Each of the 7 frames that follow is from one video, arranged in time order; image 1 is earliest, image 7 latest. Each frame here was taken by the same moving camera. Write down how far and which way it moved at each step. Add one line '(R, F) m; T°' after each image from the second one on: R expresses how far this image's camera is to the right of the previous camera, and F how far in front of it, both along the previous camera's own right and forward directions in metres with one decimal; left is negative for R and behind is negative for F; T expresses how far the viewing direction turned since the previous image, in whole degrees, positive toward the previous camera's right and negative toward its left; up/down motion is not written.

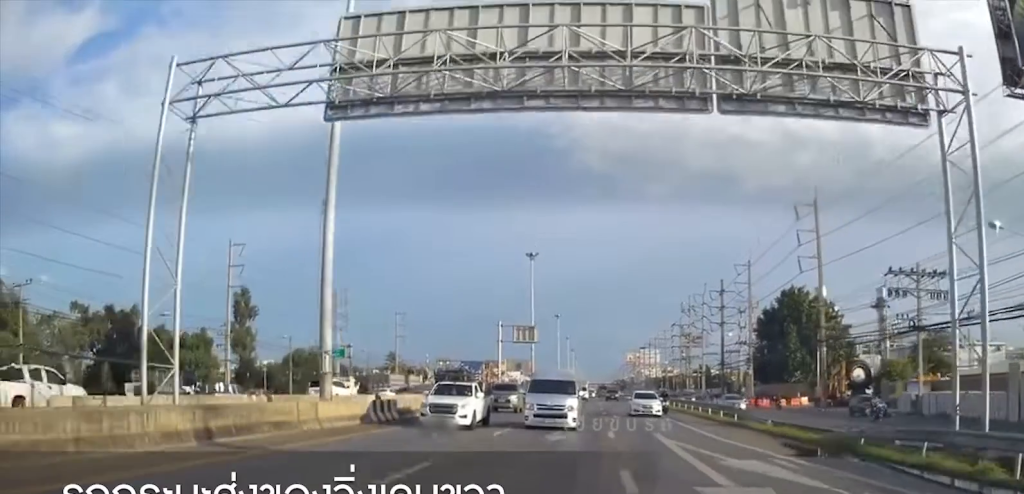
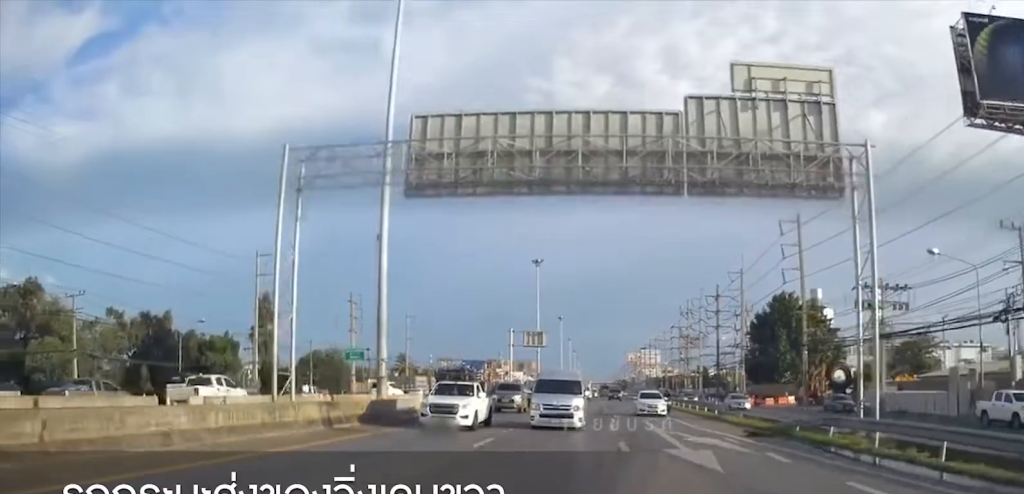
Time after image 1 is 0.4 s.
(+0.1, +7.3) m; 0°
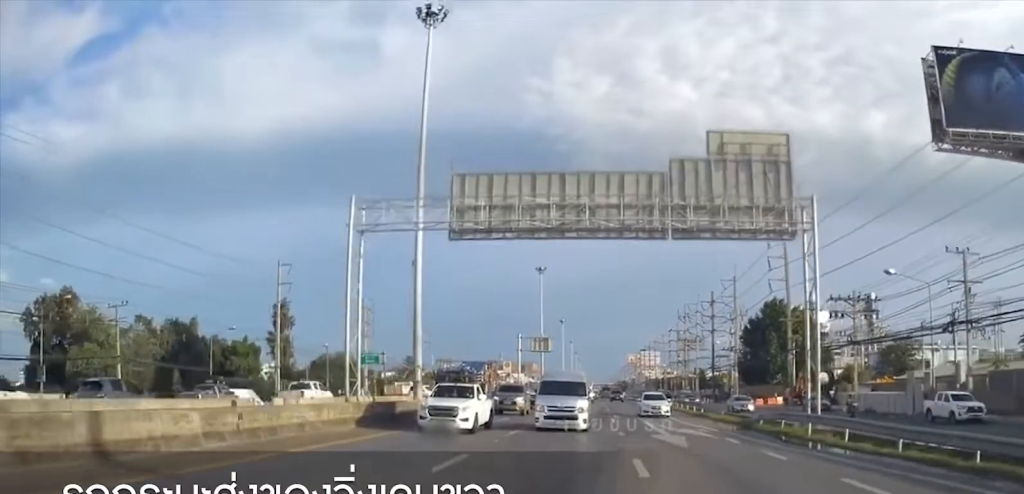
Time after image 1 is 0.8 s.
(+0.1, +6.7) m; -1°
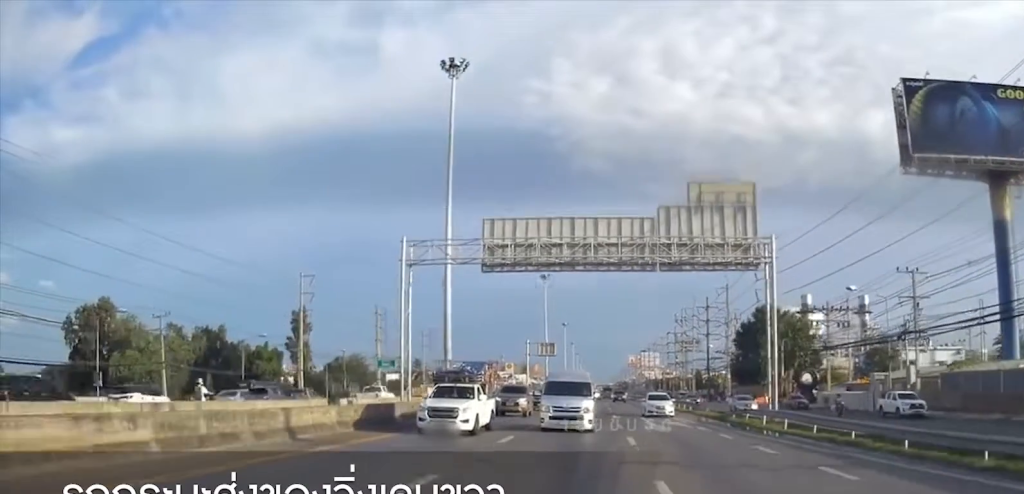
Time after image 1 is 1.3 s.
(0.0, +8.0) m; -1°
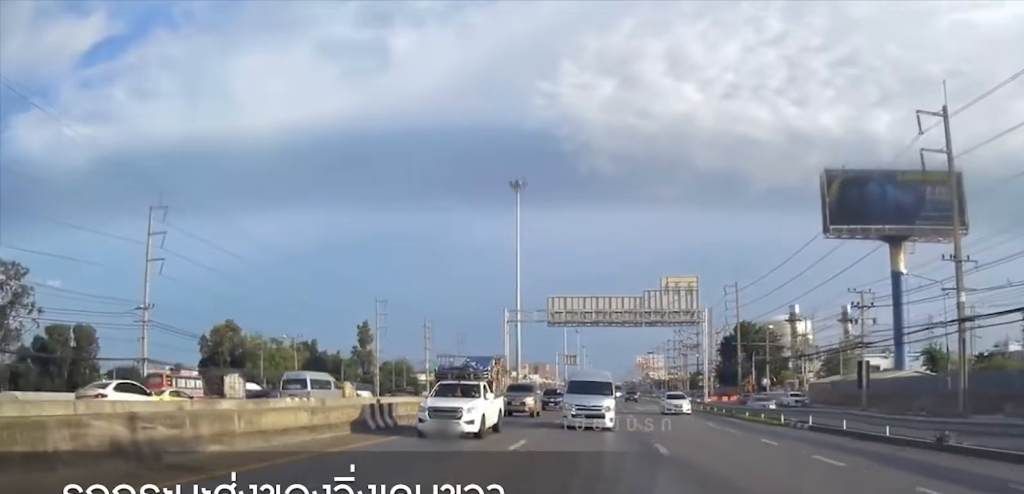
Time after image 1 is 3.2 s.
(0.0, +32.1) m; 0°
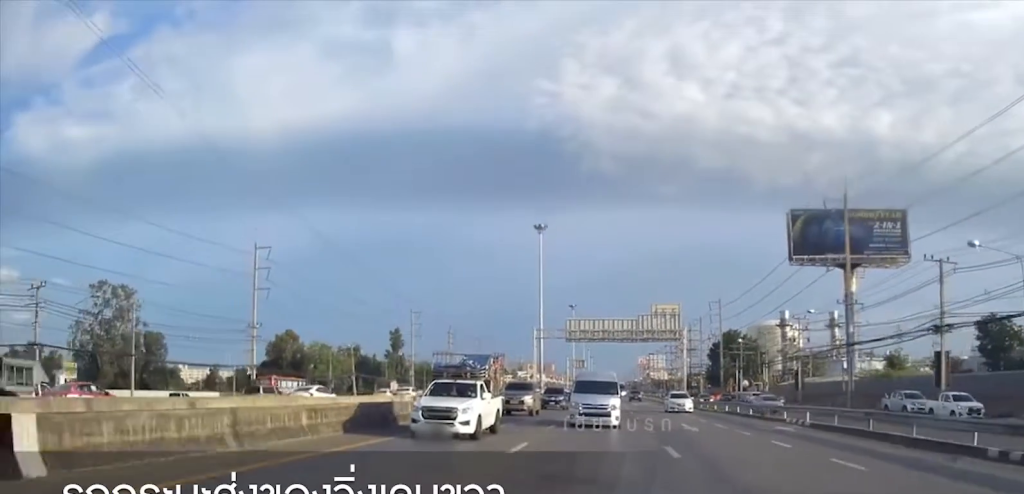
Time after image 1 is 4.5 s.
(-0.5, +23.3) m; 0°
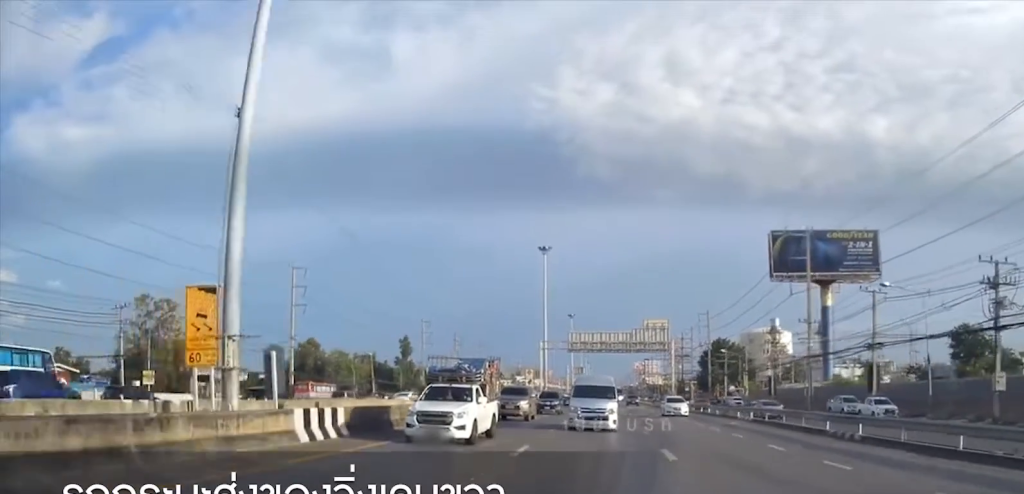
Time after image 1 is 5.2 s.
(+0.6, +12.2) m; 0°
